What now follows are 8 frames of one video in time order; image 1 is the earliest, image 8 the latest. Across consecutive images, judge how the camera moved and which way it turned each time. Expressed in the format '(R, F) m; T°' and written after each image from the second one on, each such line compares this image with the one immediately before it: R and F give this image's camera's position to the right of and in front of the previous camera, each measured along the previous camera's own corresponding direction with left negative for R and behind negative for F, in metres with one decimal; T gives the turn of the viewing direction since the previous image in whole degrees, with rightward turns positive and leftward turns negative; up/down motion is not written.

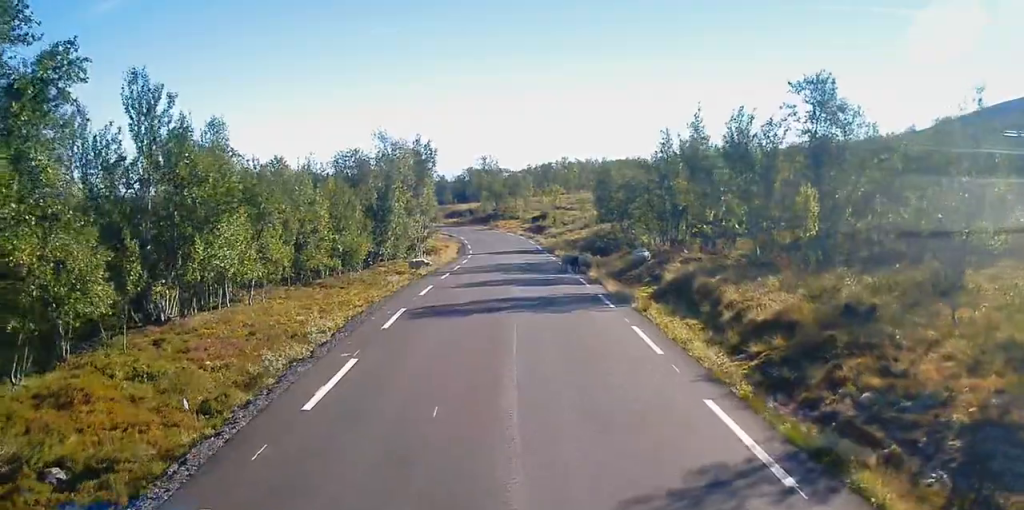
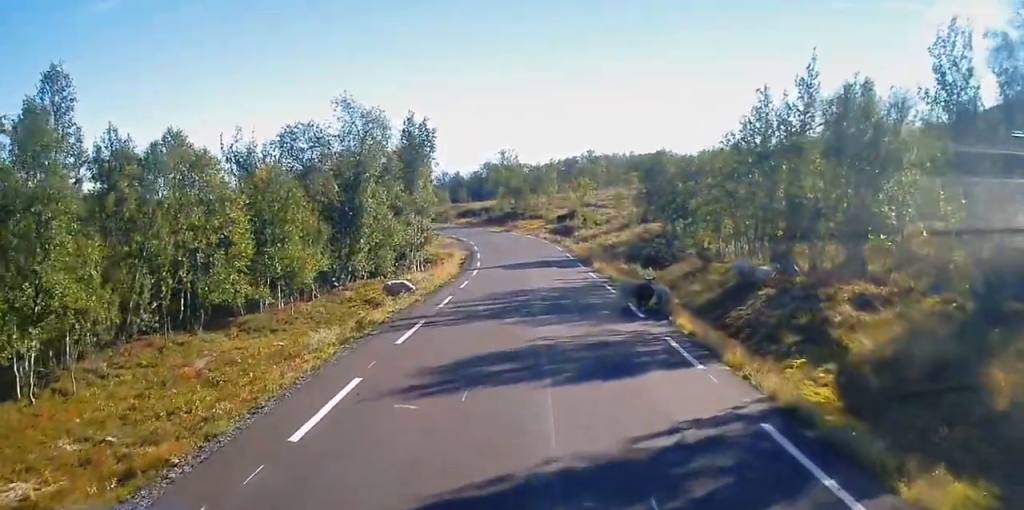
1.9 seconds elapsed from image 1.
(0.0, +12.5) m; +1°
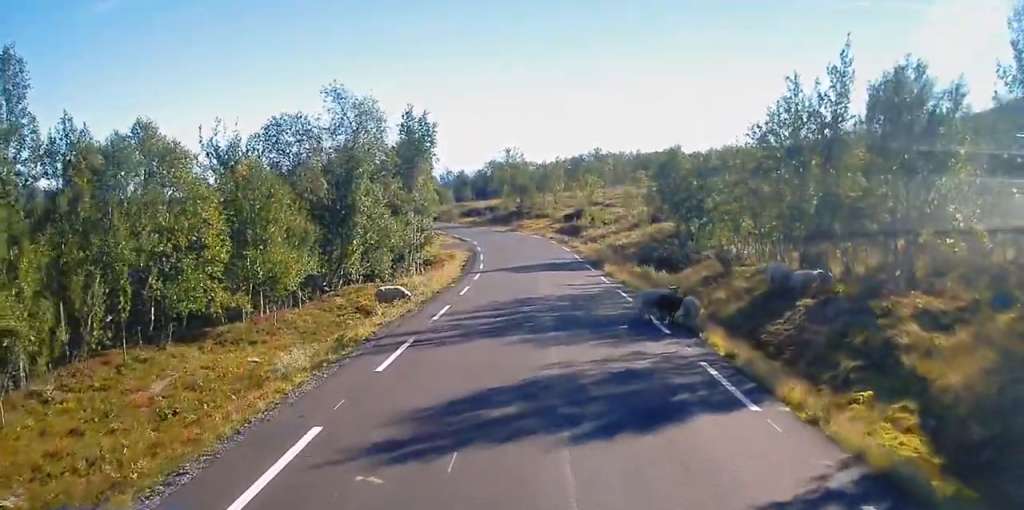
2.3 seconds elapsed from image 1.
(-0.1, +2.4) m; +1°
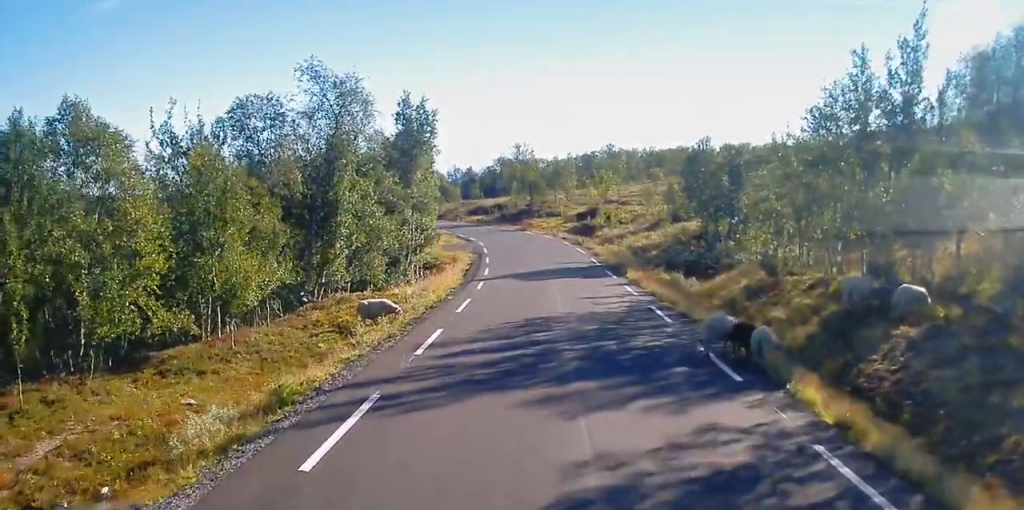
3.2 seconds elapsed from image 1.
(+0.2, +4.1) m; -4°
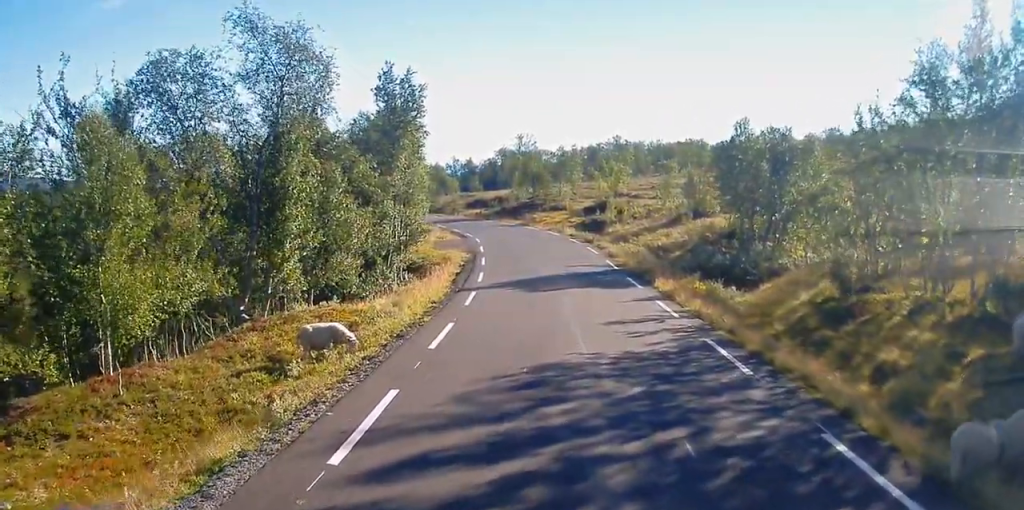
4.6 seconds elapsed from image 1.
(-0.5, +5.4) m; -2°
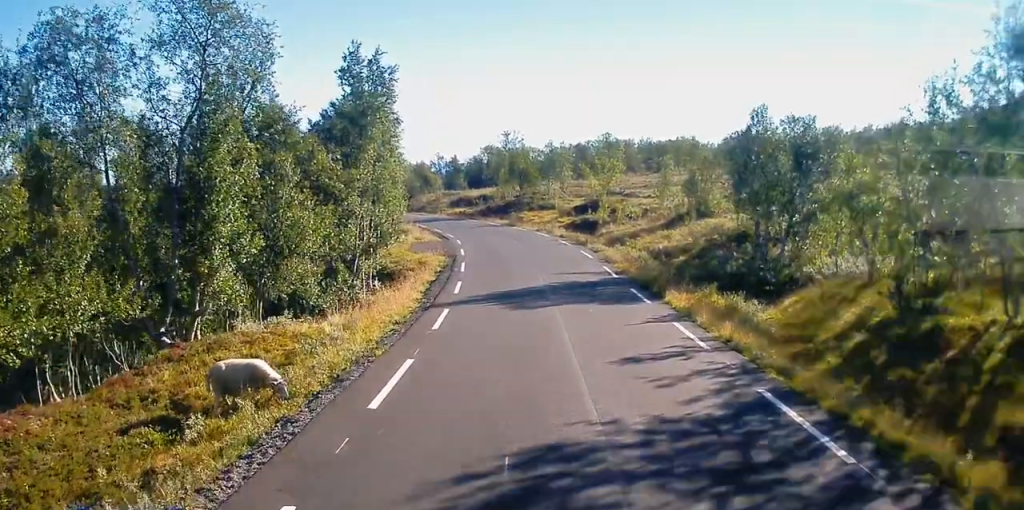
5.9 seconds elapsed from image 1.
(+0.3, +3.9) m; +5°
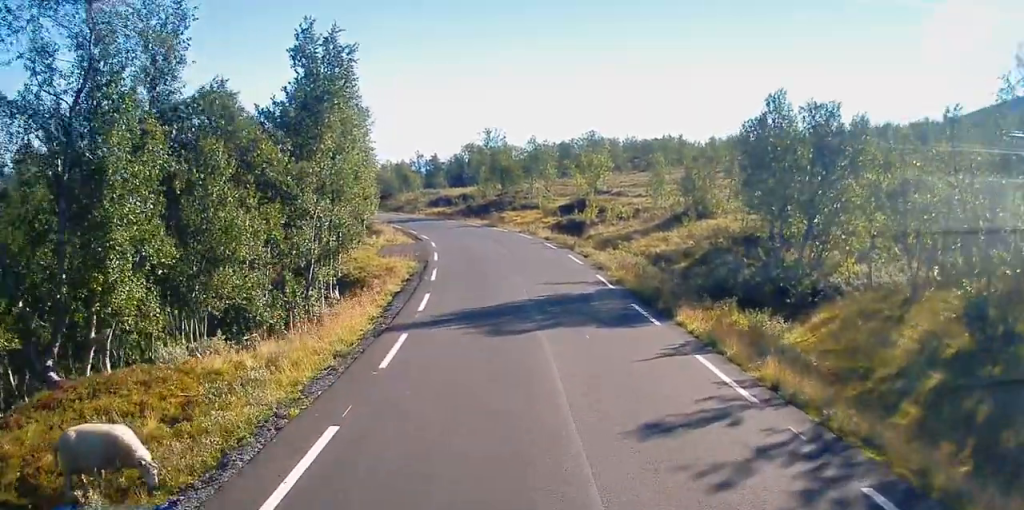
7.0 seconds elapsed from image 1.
(0.0, +3.7) m; +2°
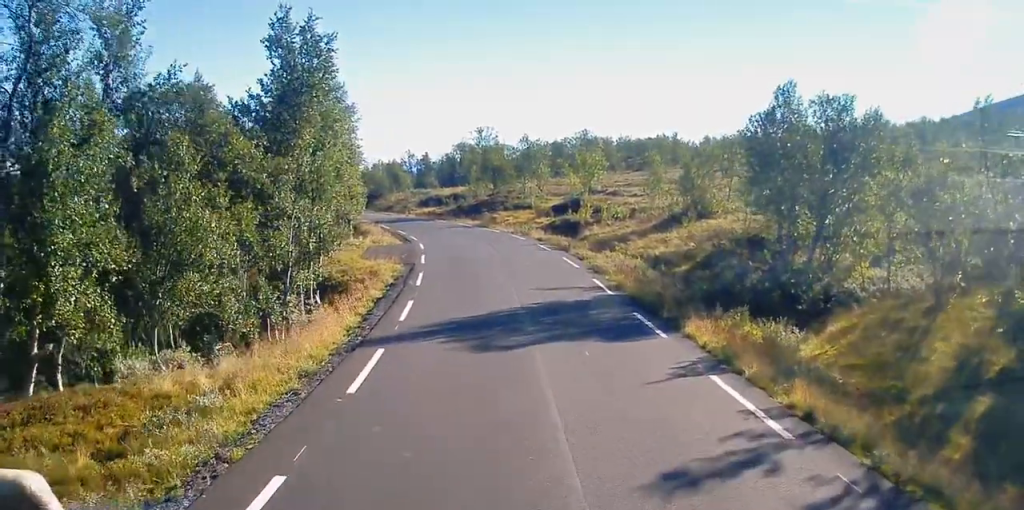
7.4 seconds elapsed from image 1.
(0.0, +1.6) m; 0°
